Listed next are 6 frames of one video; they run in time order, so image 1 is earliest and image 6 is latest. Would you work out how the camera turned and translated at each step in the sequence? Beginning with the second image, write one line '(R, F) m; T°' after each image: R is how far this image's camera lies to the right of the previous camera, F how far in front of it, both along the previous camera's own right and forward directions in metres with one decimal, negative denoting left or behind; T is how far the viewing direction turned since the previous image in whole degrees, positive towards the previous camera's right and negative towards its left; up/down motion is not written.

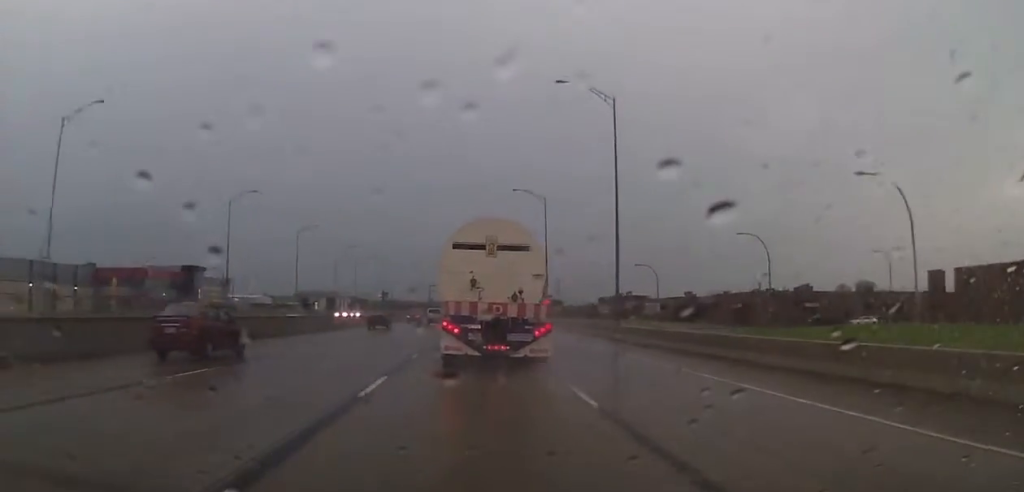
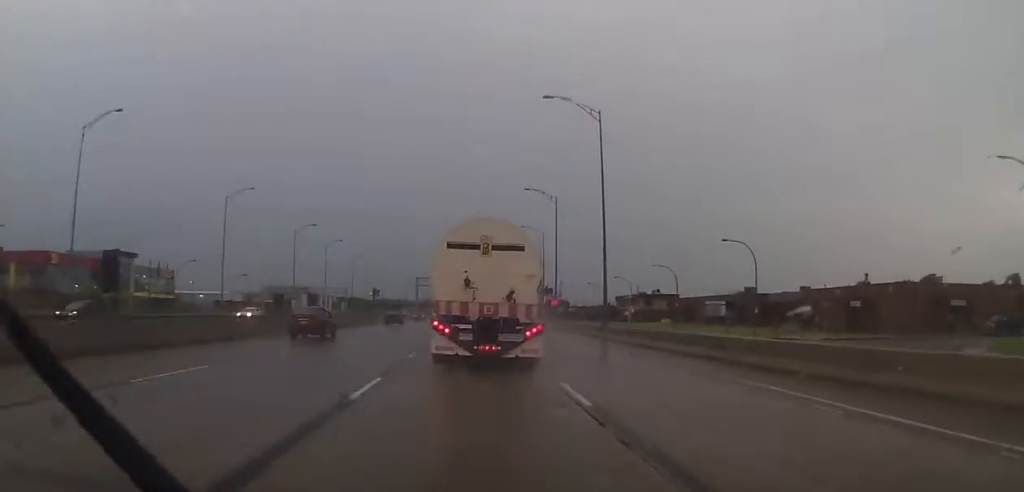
(-0.3, +36.5) m; 0°
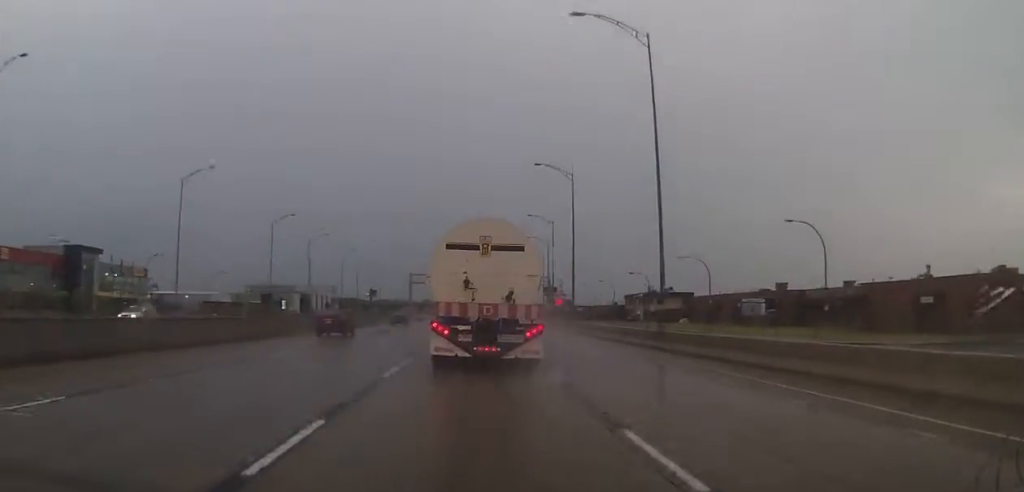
(+0.1, +14.0) m; 0°
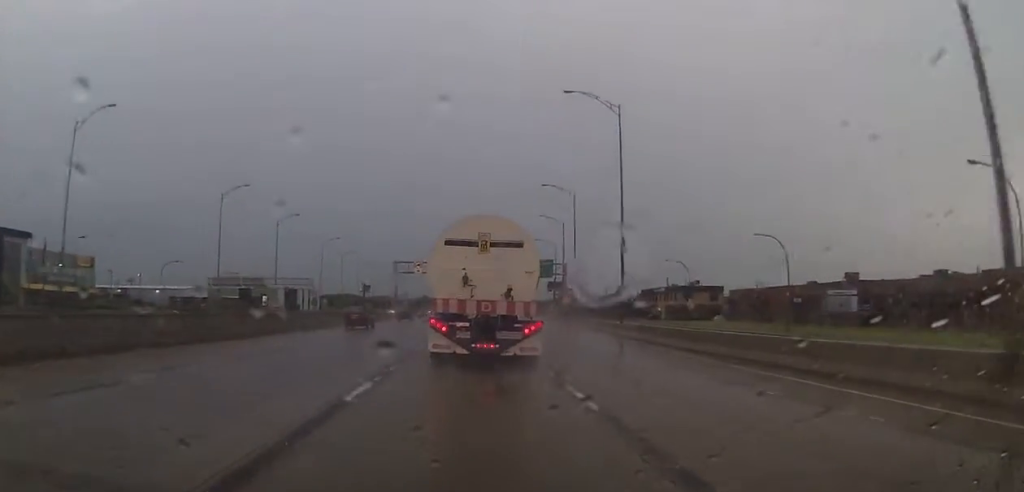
(-0.1, +22.3) m; +1°
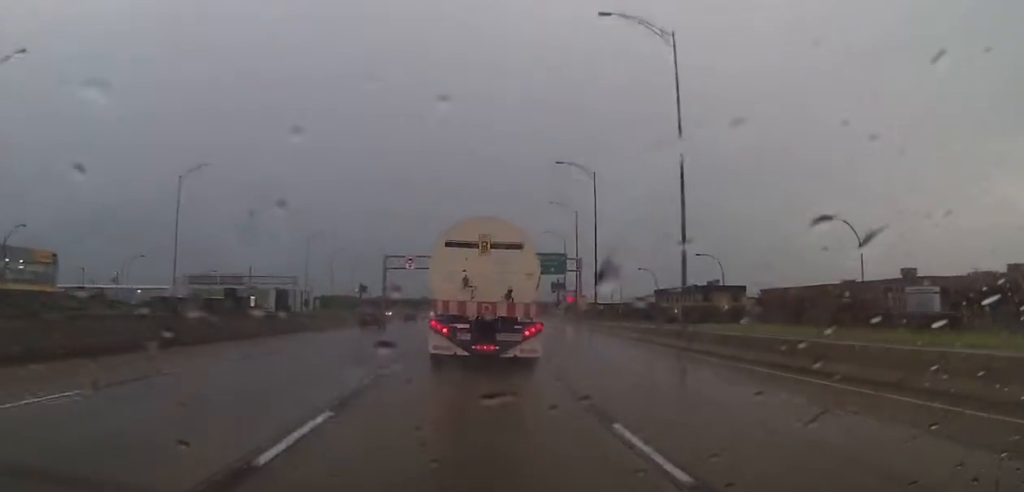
(+0.2, +13.3) m; 0°
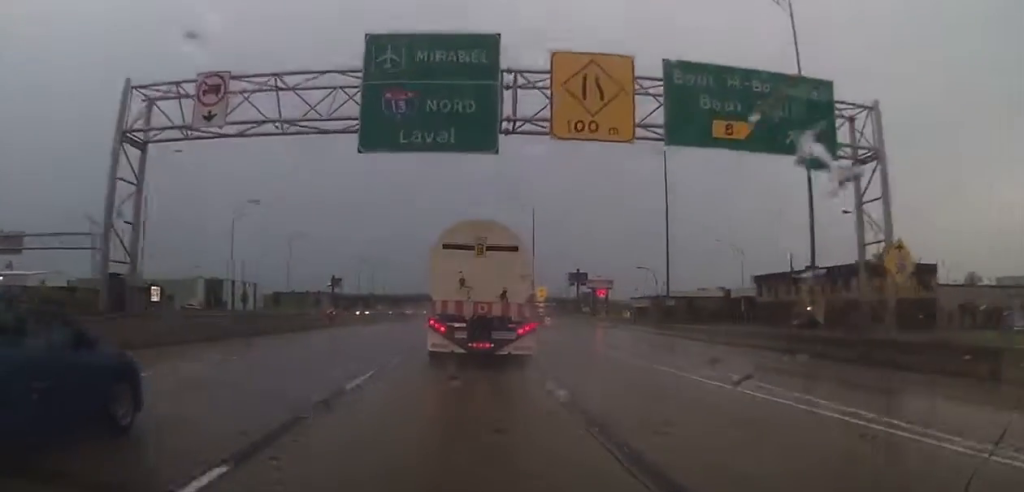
(-0.6, +66.6) m; -1°
